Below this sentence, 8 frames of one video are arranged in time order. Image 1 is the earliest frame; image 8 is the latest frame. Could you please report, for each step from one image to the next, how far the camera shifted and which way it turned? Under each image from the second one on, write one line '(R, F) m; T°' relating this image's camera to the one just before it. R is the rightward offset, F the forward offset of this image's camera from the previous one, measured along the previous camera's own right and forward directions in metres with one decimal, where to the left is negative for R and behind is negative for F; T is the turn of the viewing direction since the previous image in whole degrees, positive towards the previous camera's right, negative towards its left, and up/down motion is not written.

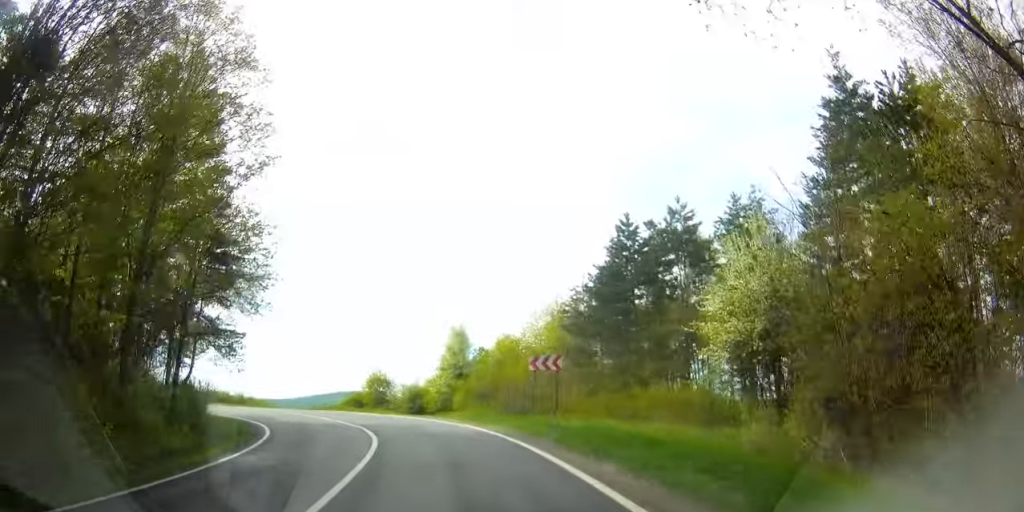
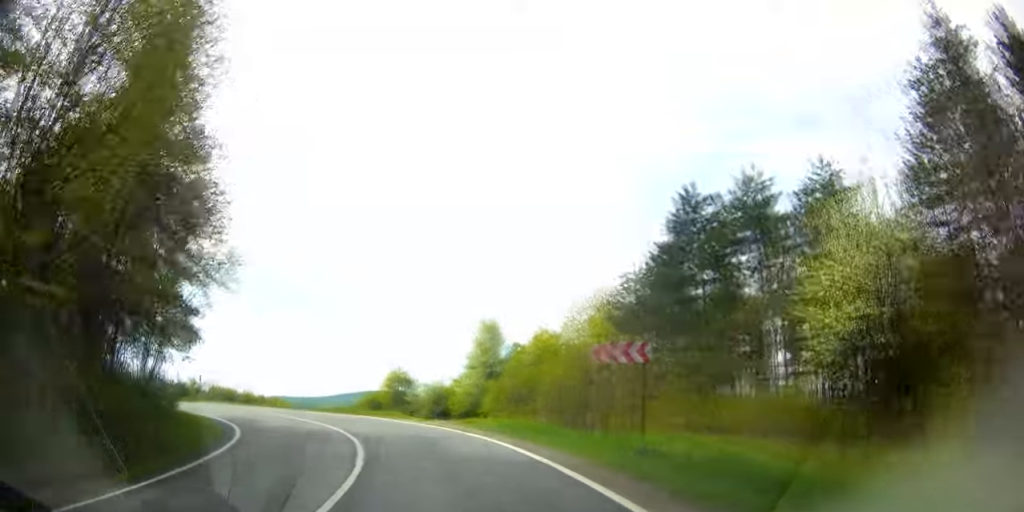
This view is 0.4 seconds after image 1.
(+0.1, +5.3) m; 0°
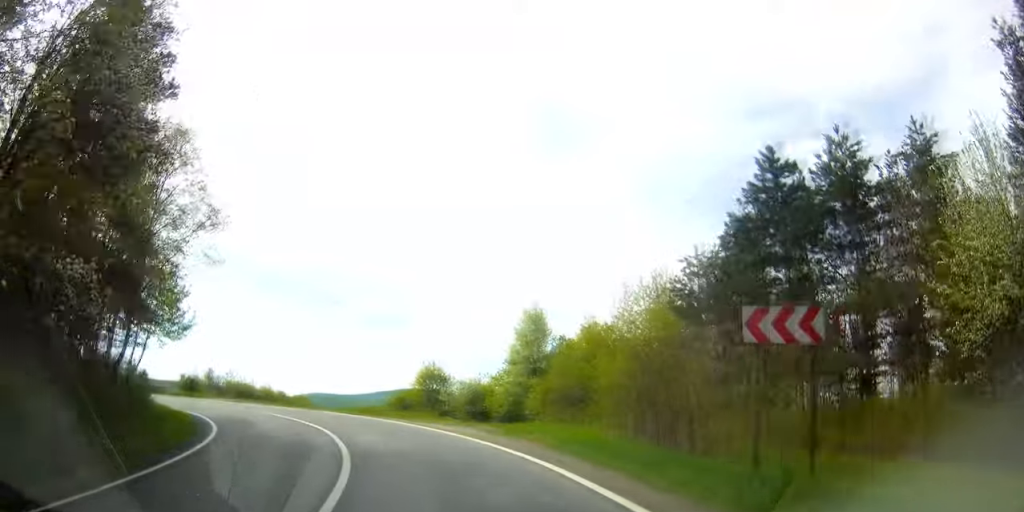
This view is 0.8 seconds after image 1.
(0.0, +5.5) m; -1°
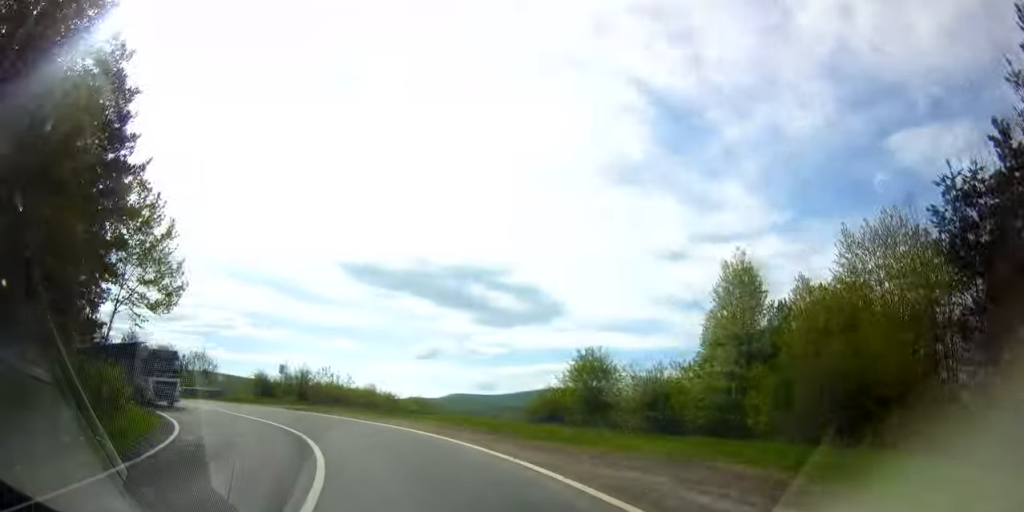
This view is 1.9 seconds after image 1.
(-0.4, +16.4) m; -4°
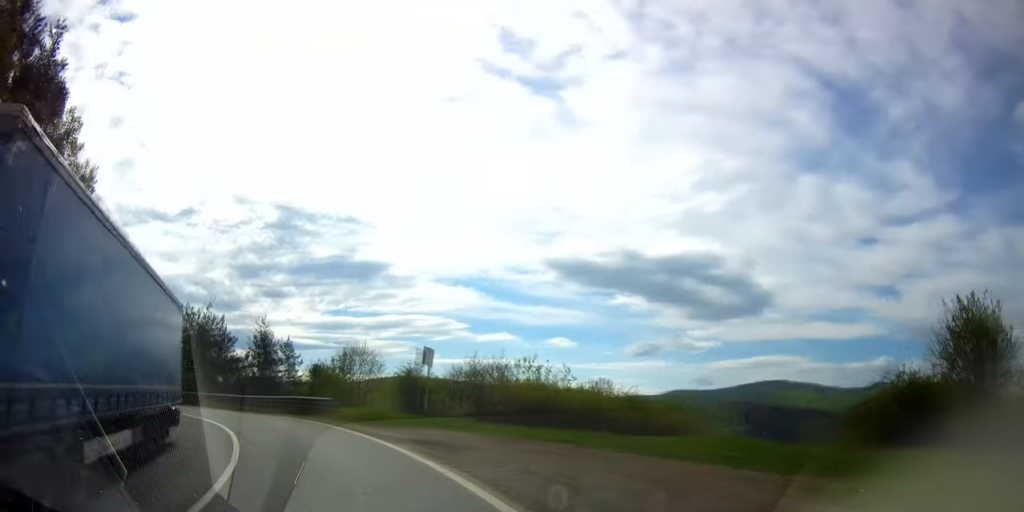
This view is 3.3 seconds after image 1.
(-1.7, +24.1) m; -11°
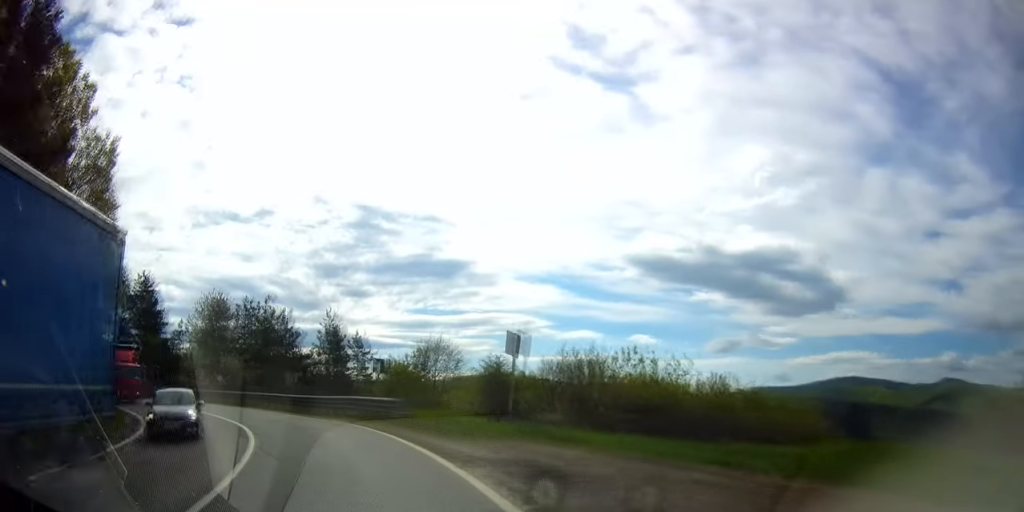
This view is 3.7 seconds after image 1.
(0.0, +6.5) m; -4°
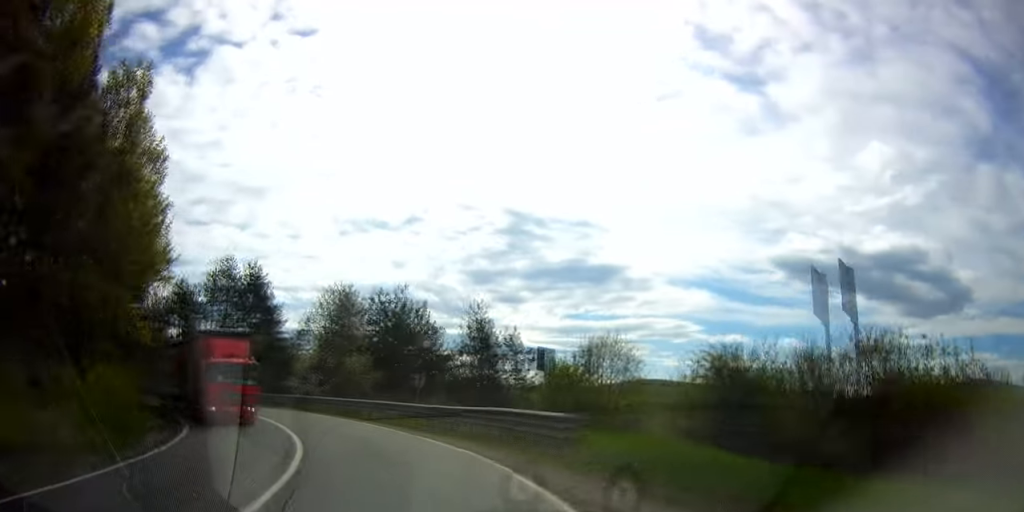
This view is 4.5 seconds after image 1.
(-1.0, +11.5) m; -10°
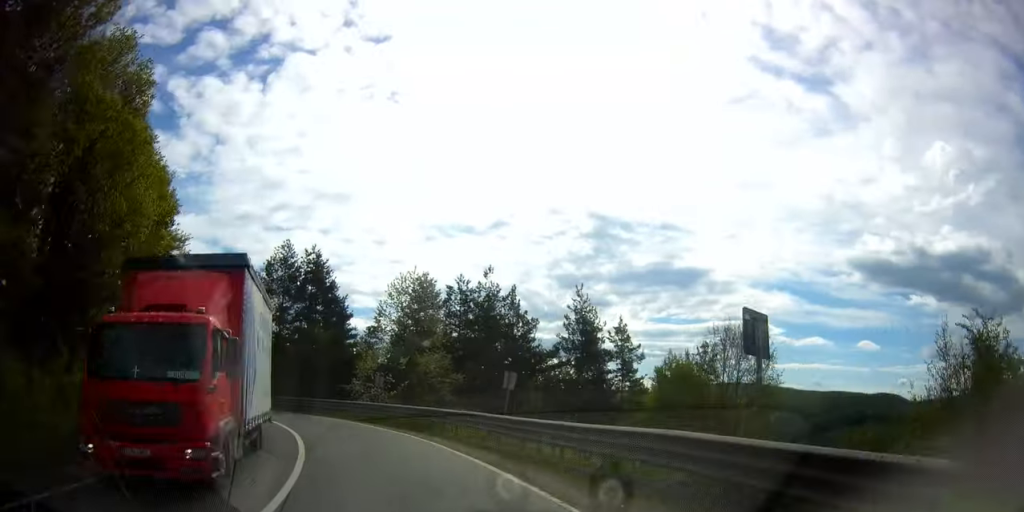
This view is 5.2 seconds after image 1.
(-0.9, +9.4) m; -10°
